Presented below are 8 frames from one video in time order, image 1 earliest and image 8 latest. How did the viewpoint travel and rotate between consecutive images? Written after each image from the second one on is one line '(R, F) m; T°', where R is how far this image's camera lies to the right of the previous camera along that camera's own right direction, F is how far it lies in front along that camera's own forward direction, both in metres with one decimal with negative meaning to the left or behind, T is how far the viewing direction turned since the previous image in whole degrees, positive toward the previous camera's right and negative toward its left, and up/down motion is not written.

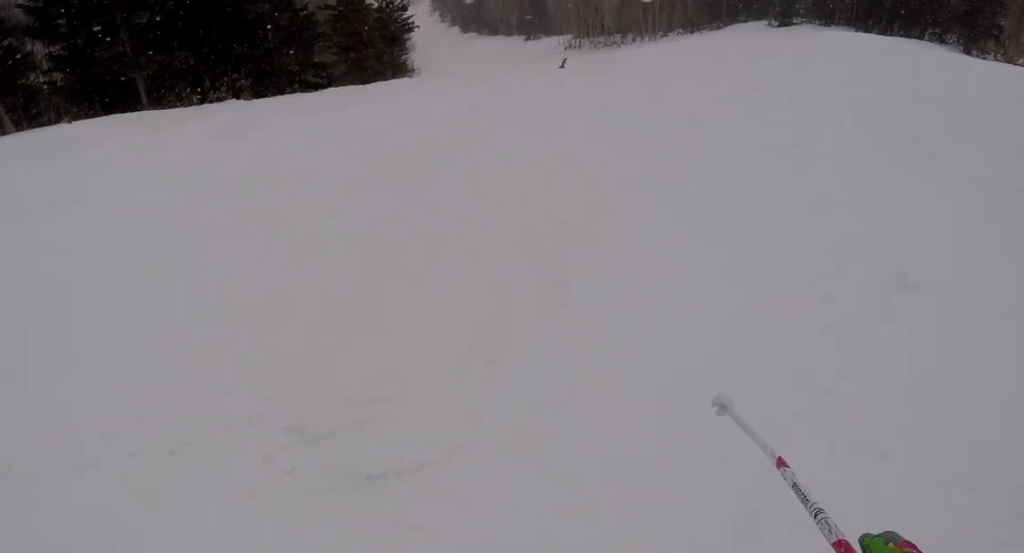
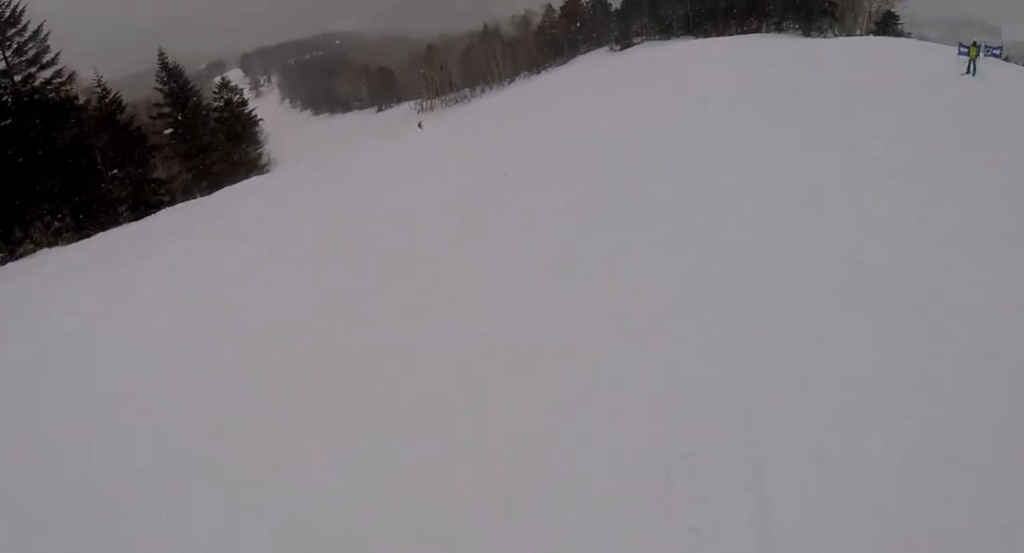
(+0.2, +2.8) m; +6°
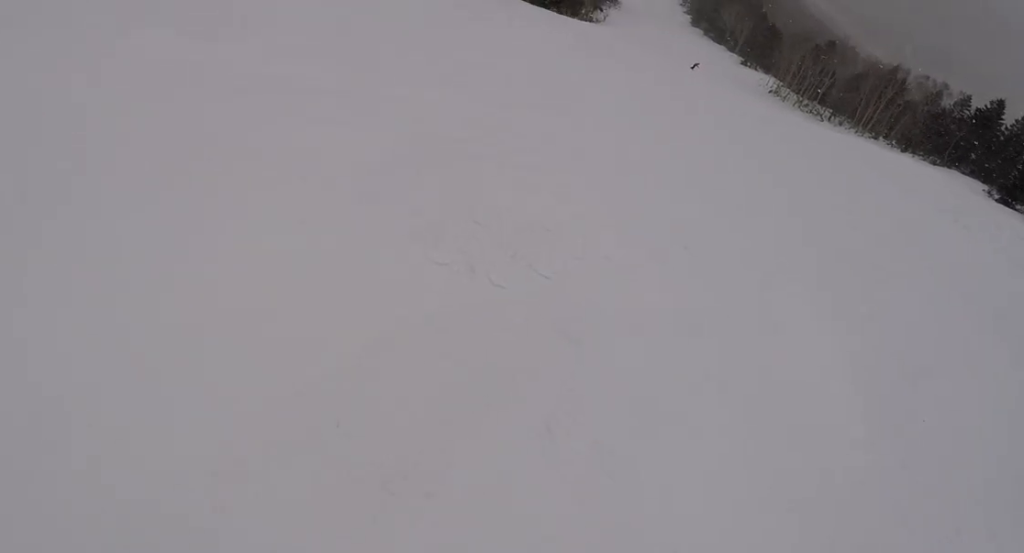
(+2.5, +12.7) m; -6°
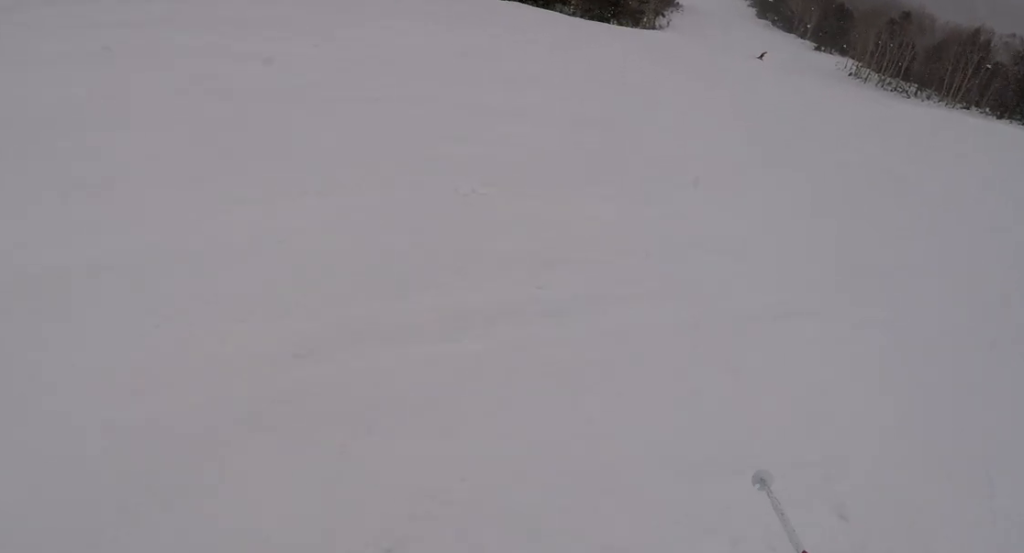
(-0.8, +3.6) m; -13°
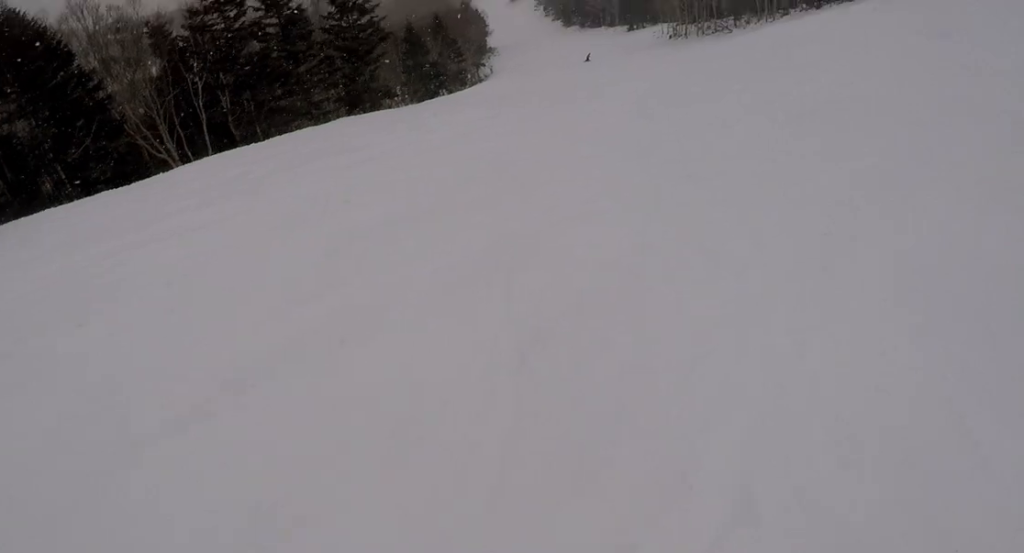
(-0.1, +3.4) m; 0°
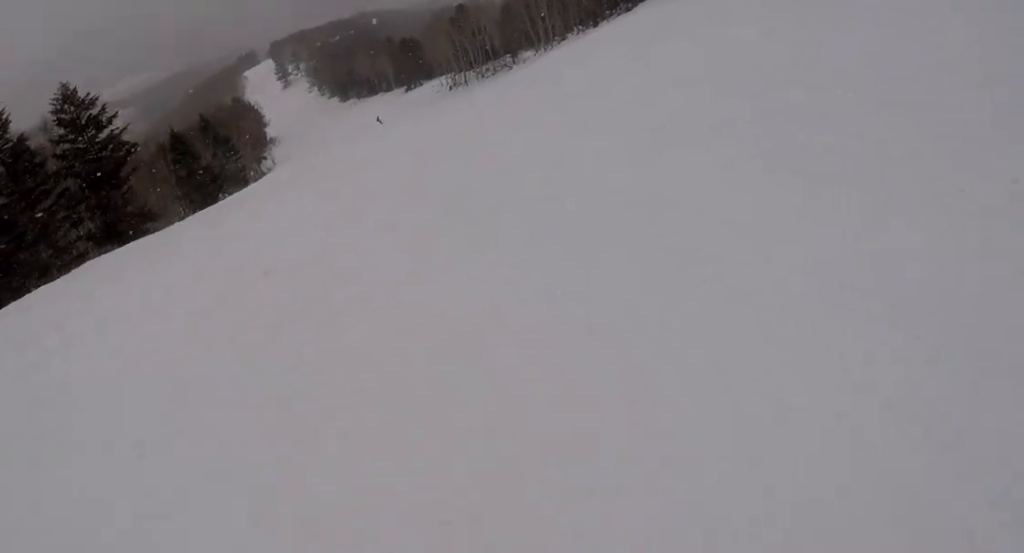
(0.0, +5.2) m; +11°
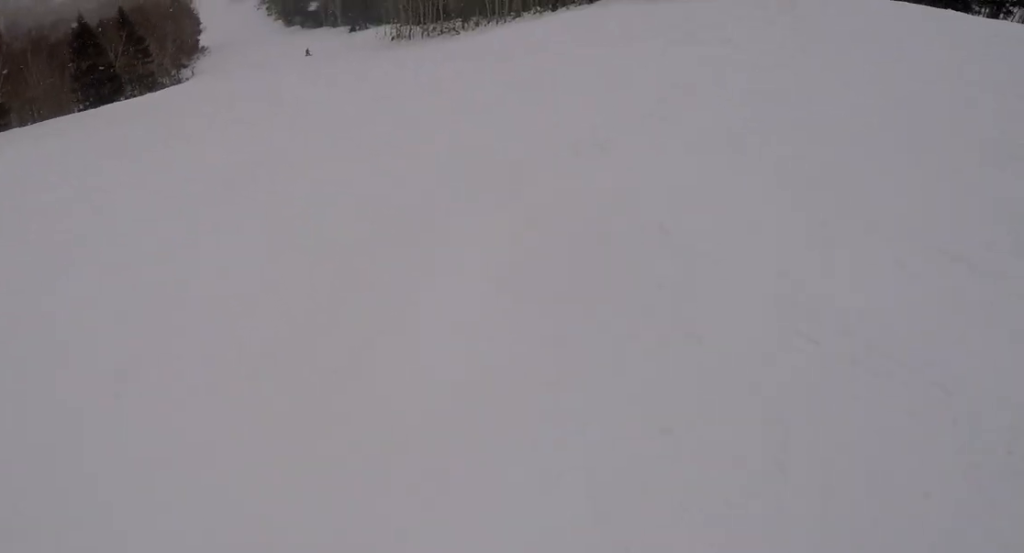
(+0.6, +4.6) m; +7°
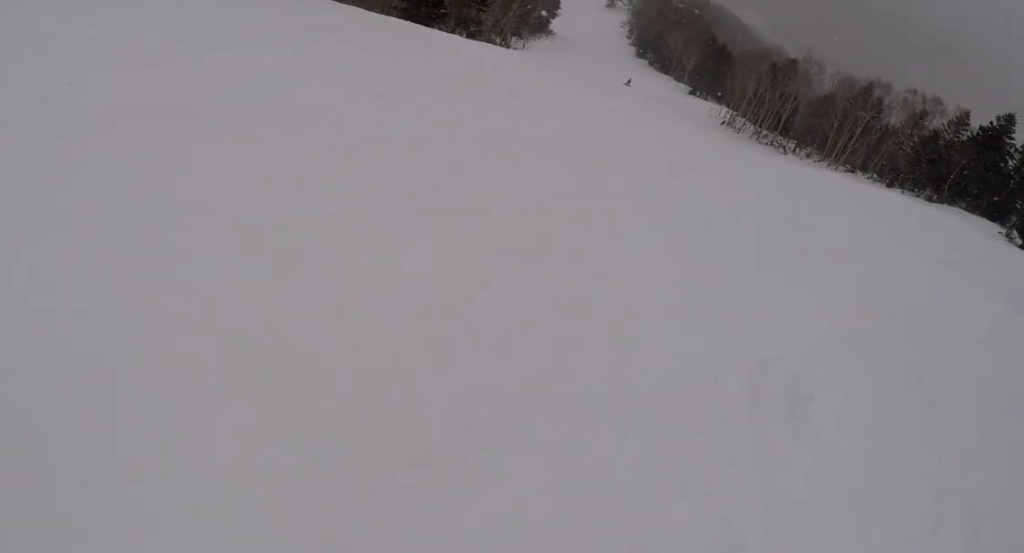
(+1.0, +4.0) m; -3°
